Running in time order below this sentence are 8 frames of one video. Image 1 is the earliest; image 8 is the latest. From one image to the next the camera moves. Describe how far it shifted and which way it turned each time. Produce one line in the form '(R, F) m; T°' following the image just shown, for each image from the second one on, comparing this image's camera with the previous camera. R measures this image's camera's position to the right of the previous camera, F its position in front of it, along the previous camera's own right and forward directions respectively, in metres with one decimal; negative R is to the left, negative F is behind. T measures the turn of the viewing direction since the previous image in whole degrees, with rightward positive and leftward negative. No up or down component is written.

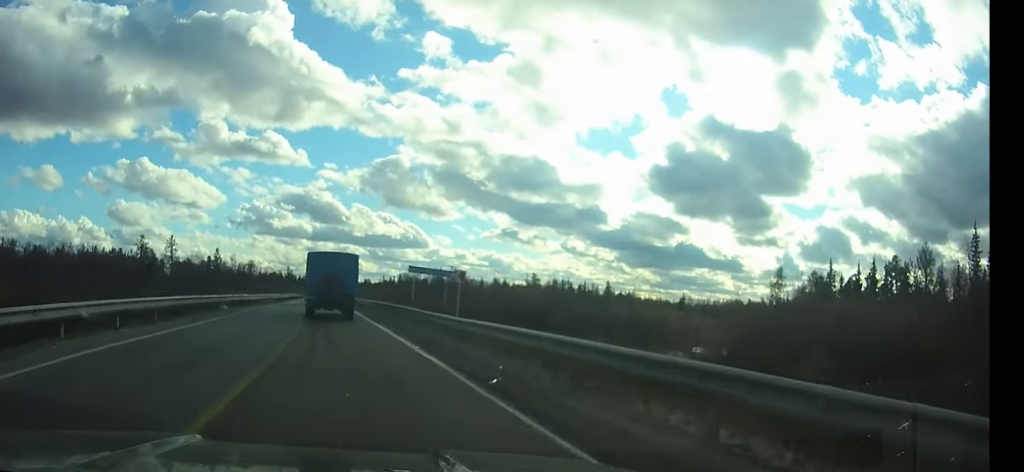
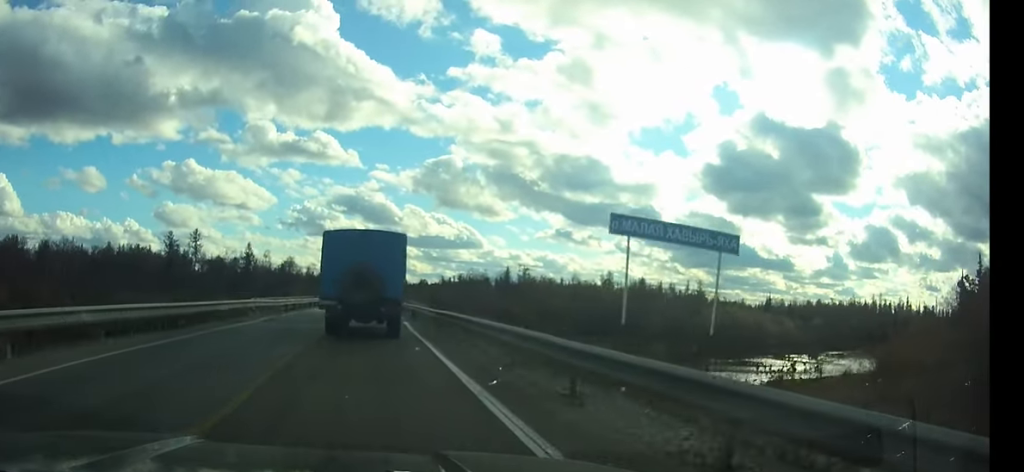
(-1.4, +21.8) m; -6°
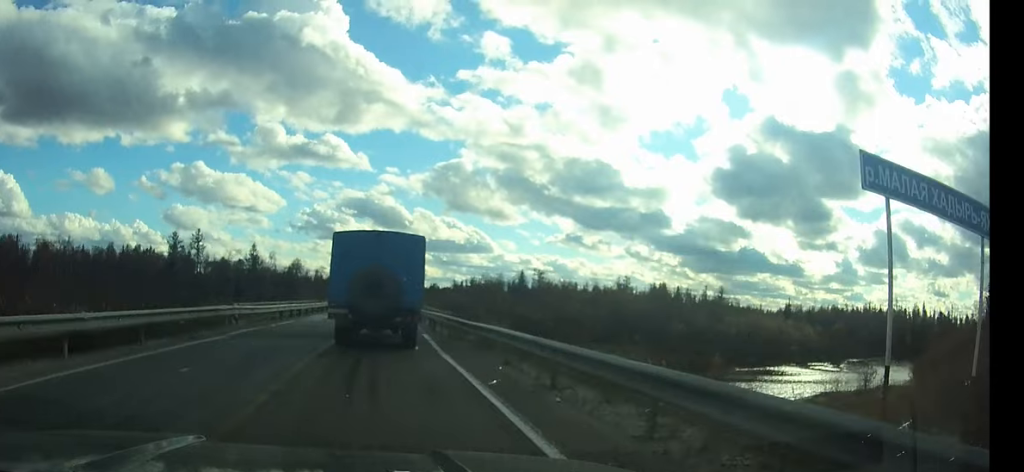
(-0.1, +6.7) m; -1°
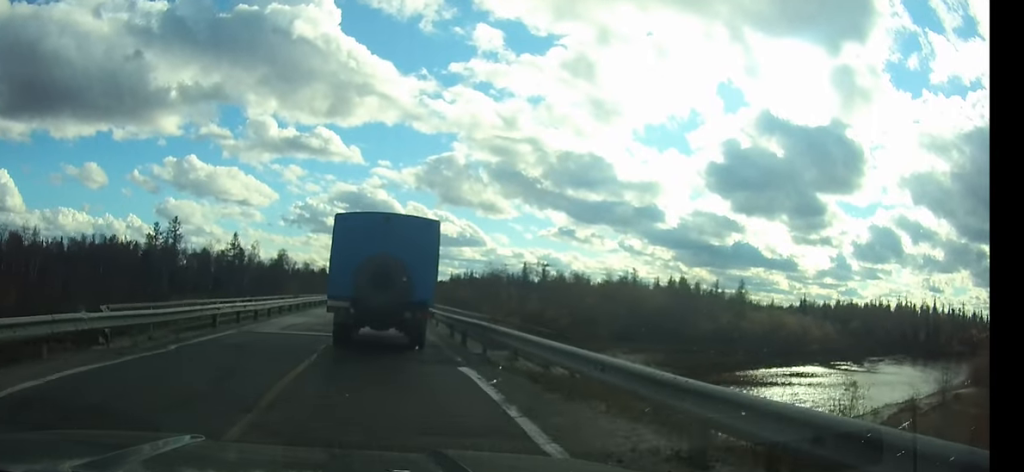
(0.0, +13.1) m; +1°
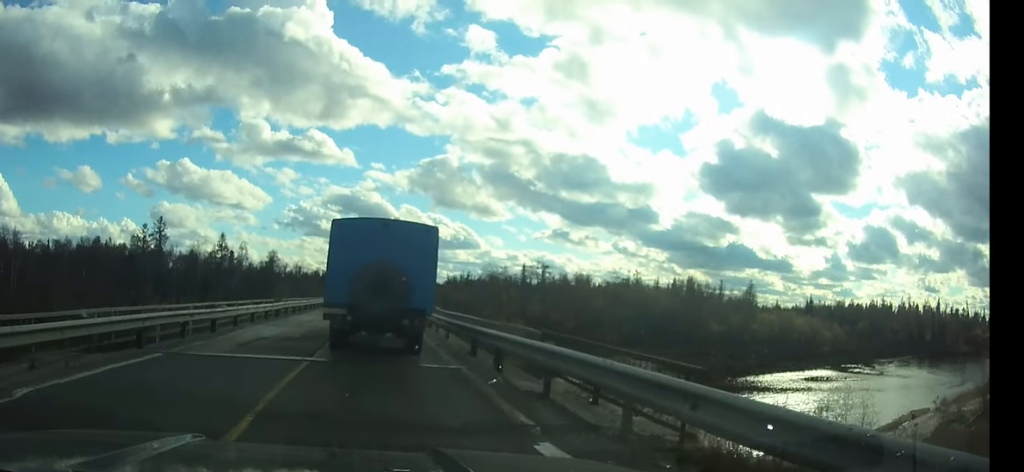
(+0.1, +6.4) m; +1°
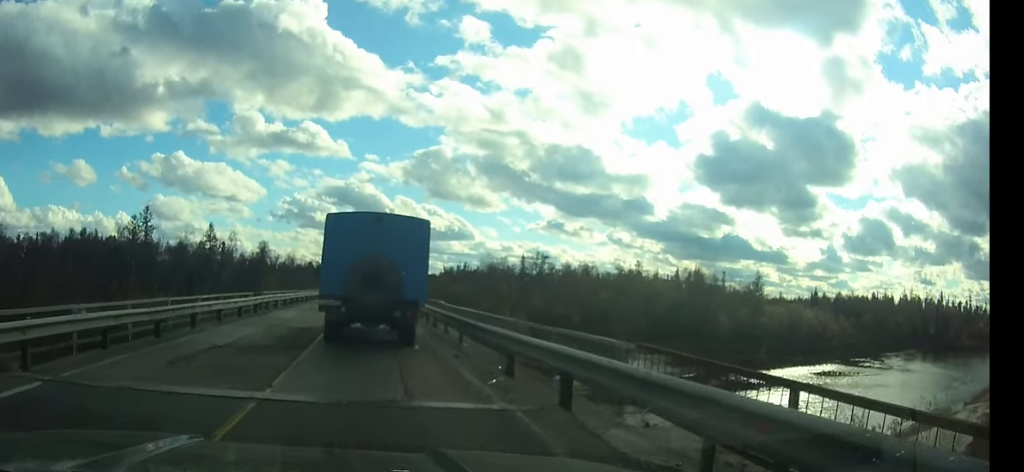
(0.0, +5.6) m; 0°
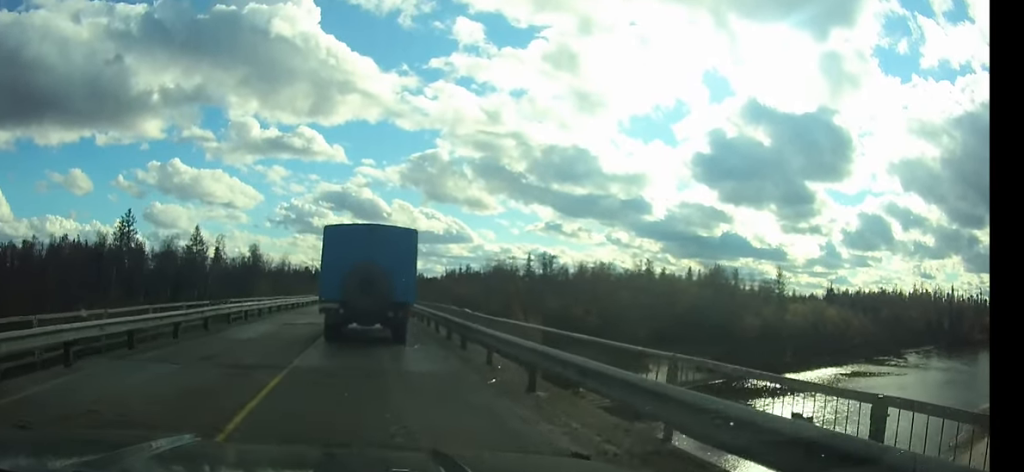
(0.0, +10.1) m; 0°
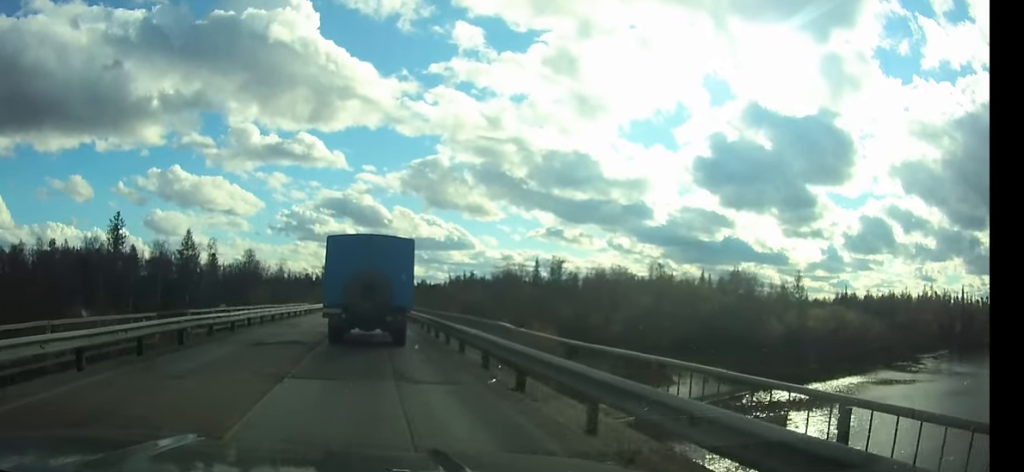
(0.0, +7.3) m; 0°
